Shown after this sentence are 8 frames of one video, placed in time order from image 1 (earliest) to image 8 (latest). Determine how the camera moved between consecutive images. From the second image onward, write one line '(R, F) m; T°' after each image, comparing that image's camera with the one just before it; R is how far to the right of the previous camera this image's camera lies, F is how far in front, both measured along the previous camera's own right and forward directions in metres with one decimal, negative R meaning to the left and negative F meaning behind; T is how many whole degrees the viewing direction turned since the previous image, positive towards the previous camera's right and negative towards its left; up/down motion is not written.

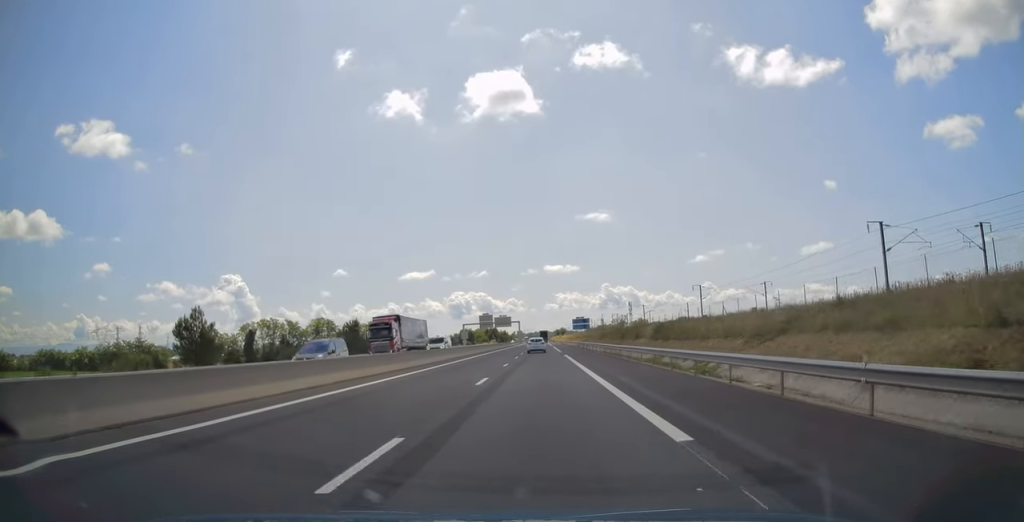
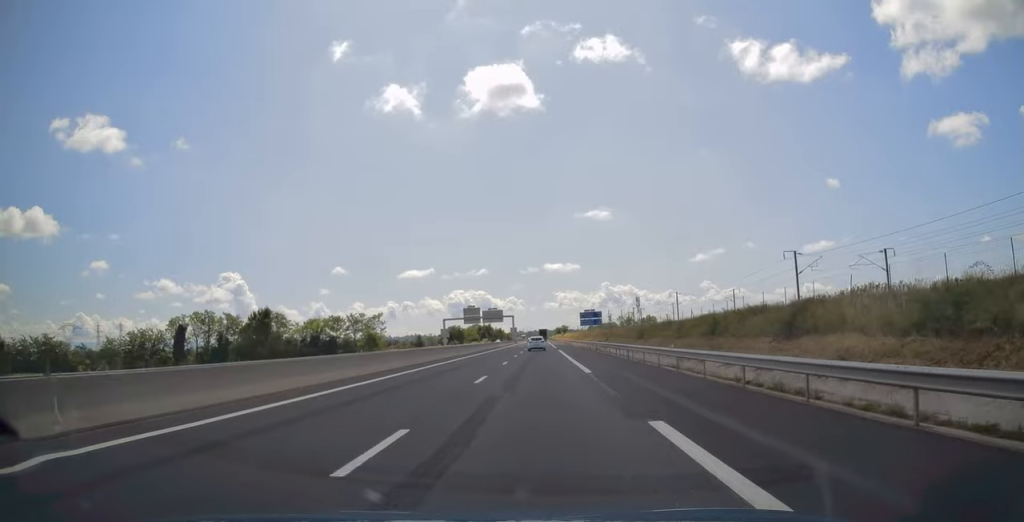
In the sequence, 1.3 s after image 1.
(0.0, +37.3) m; 0°
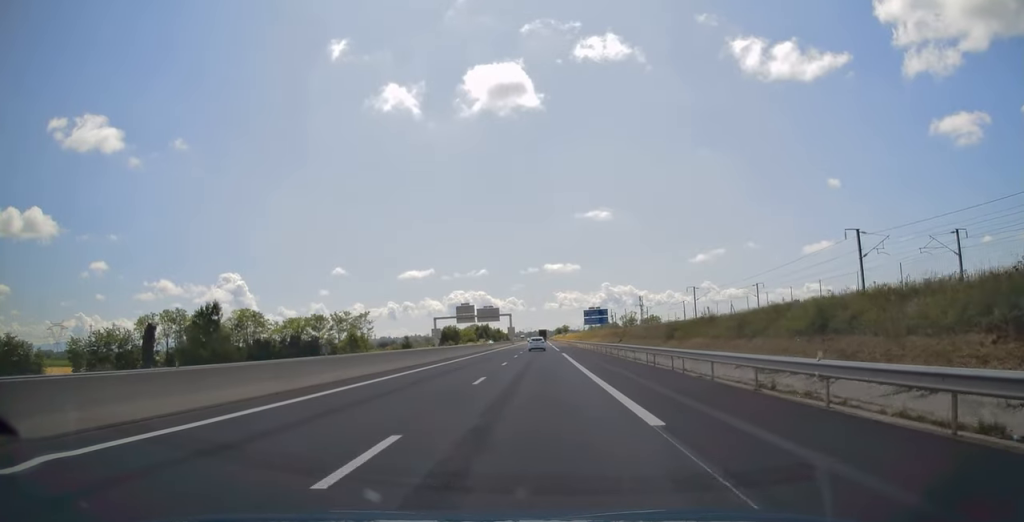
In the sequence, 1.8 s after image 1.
(-0.1, +13.0) m; 0°
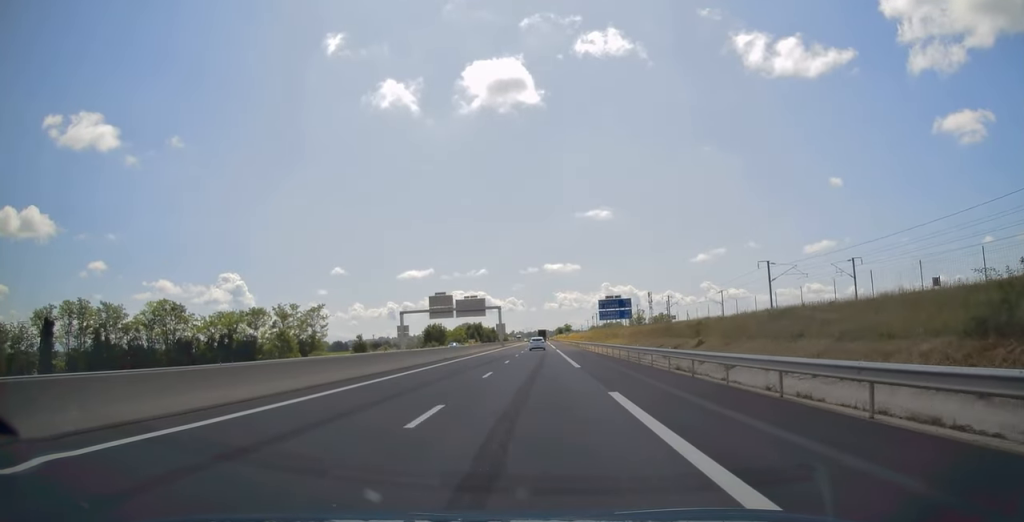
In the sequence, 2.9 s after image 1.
(+0.2, +33.8) m; 0°
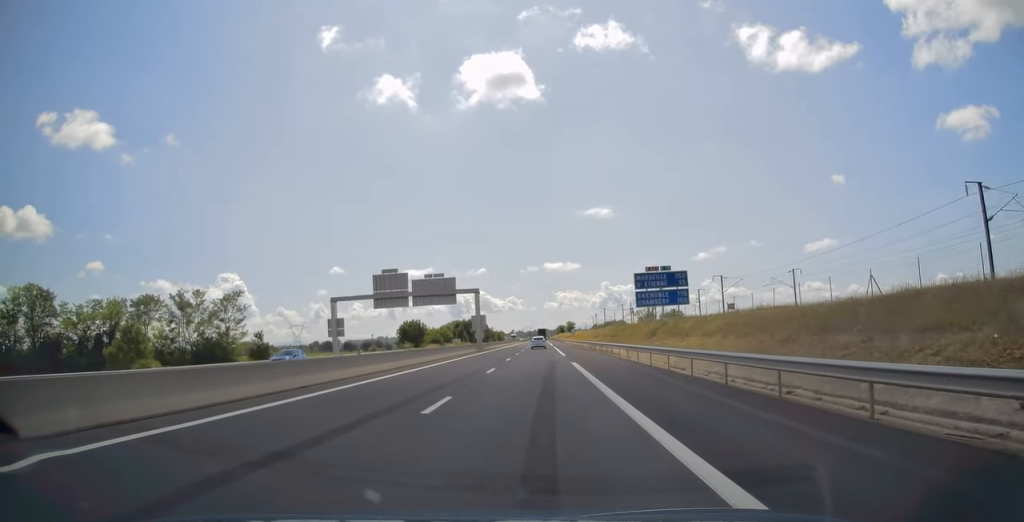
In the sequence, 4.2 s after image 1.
(-0.1, +36.3) m; 0°
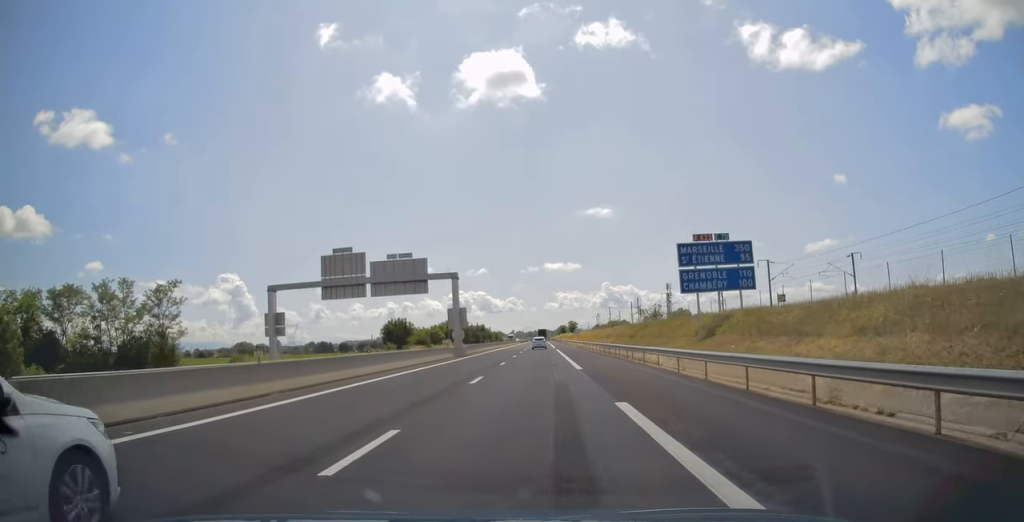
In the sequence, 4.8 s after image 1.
(+0.1, +17.9) m; 0°
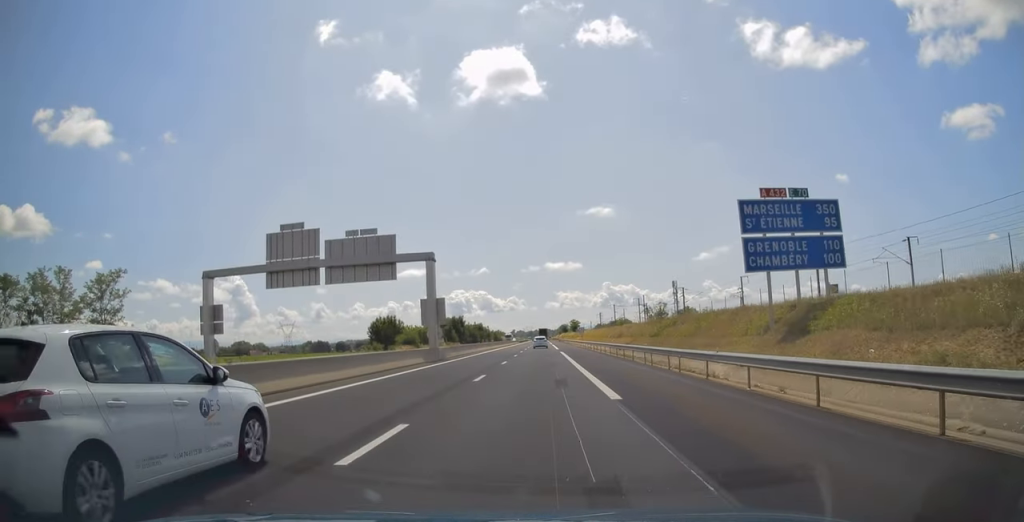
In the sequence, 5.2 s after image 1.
(-0.1, +12.0) m; 0°
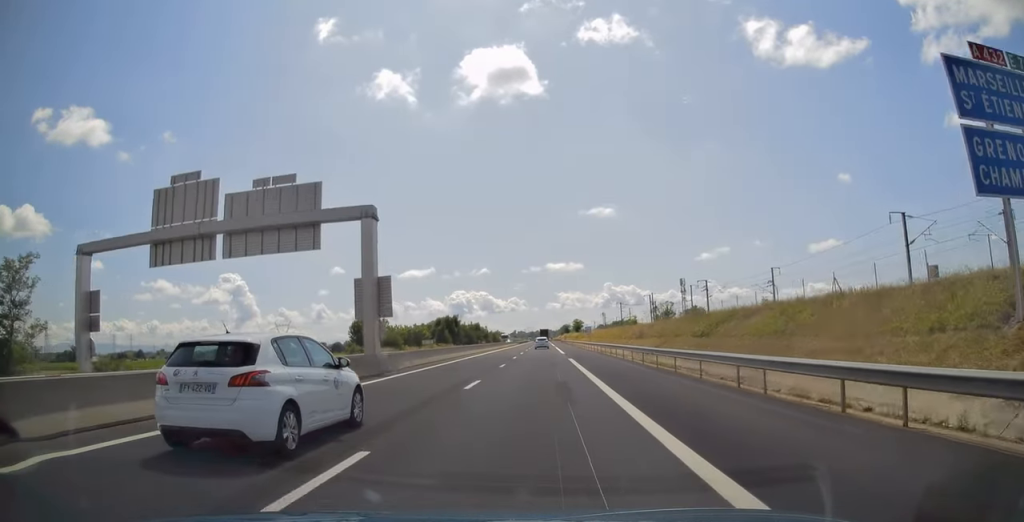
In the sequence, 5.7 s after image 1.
(0.0, +15.0) m; 0°
